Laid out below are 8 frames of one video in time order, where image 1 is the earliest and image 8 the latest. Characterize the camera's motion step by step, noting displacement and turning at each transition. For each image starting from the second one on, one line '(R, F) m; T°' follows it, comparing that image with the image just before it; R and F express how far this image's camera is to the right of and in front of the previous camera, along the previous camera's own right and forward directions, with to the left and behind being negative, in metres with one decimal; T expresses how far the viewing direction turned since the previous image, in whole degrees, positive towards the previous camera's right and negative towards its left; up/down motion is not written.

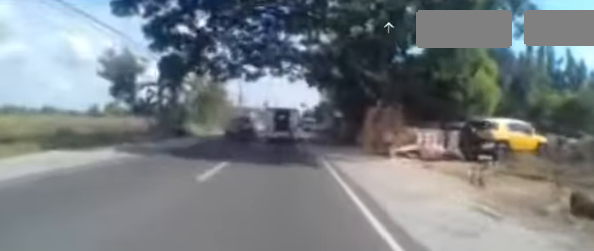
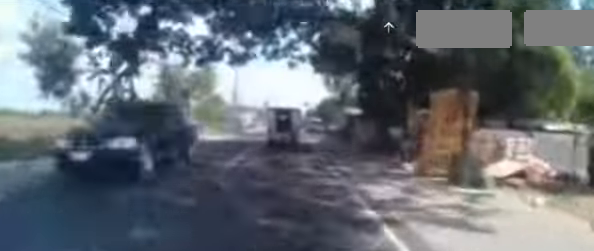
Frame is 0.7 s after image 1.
(0.0, +6.5) m; -1°
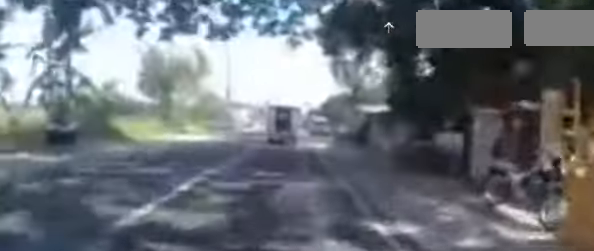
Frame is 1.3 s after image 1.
(+0.1, +5.4) m; -2°
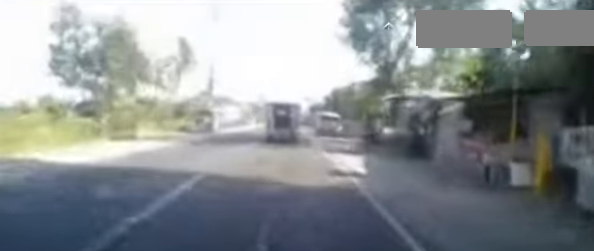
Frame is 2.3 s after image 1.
(-0.4, +9.1) m; 0°
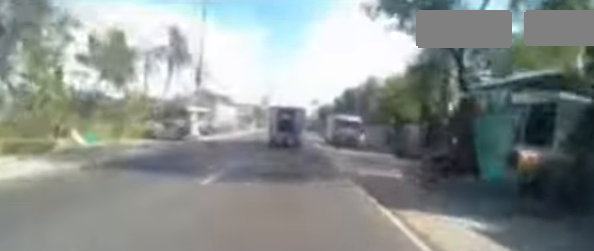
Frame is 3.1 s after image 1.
(+0.3, +7.1) m; +2°
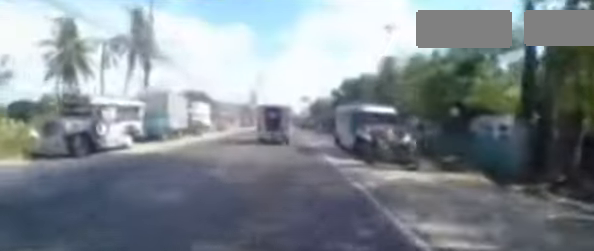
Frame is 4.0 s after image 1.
(+0.2, +8.0) m; +1°
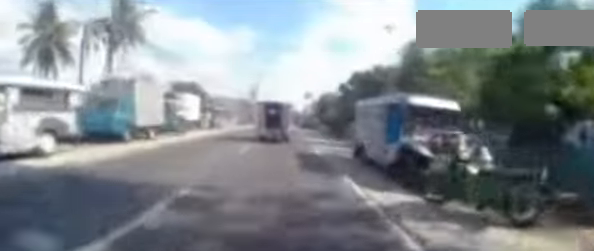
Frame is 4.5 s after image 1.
(0.0, +4.3) m; 0°
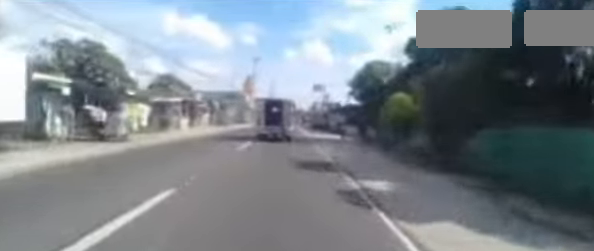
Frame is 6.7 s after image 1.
(0.0, +18.9) m; 0°
